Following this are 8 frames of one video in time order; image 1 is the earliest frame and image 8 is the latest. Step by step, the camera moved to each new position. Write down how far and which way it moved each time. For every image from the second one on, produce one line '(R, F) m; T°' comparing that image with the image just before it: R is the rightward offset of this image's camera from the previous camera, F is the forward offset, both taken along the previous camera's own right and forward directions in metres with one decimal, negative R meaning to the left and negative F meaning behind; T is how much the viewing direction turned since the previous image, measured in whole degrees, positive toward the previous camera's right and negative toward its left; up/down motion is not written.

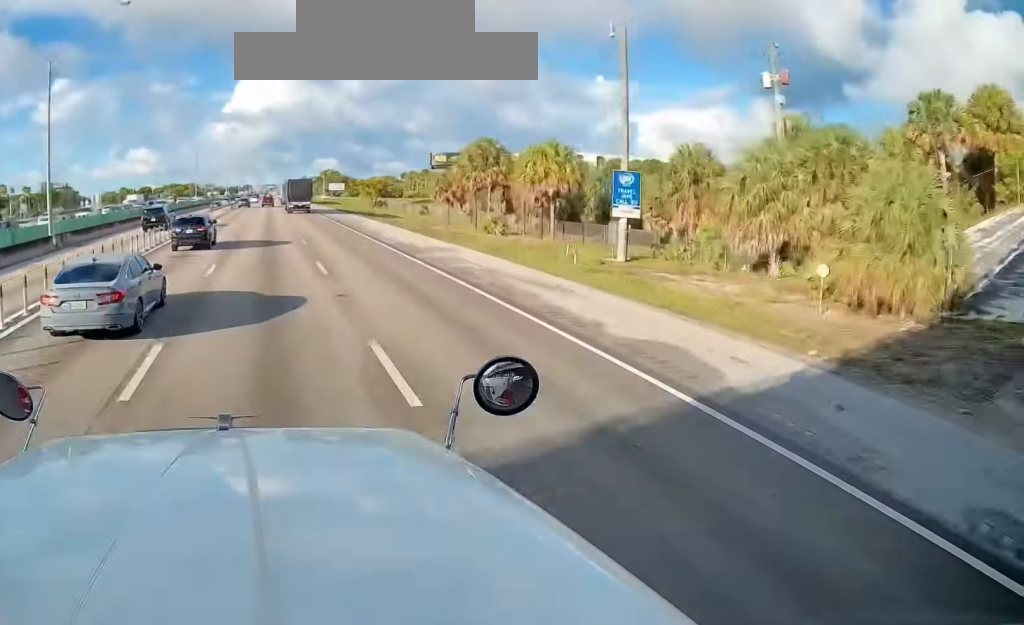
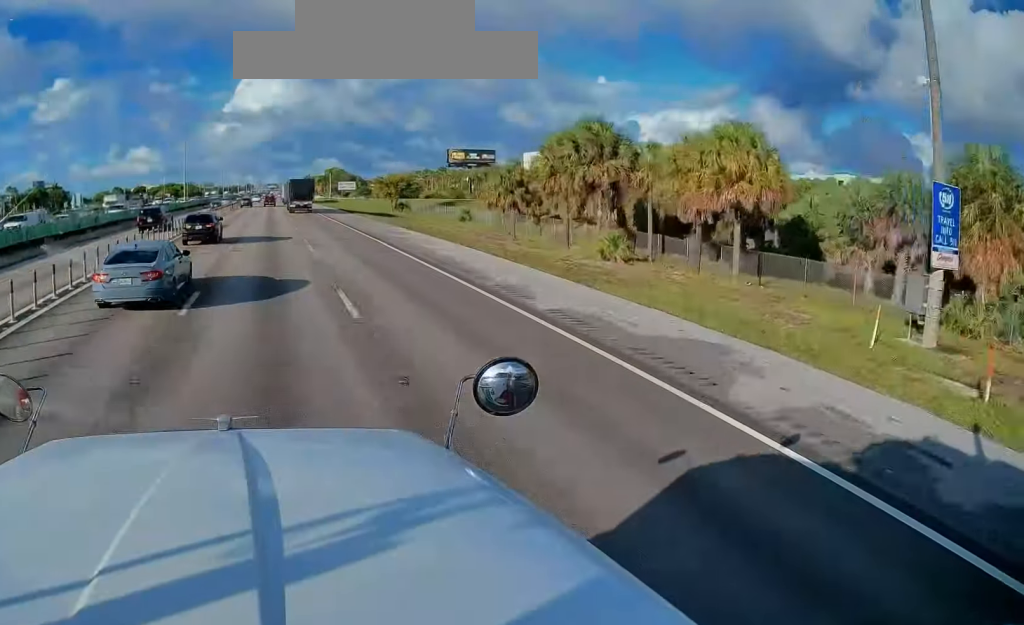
(+0.1, +19.4) m; 0°
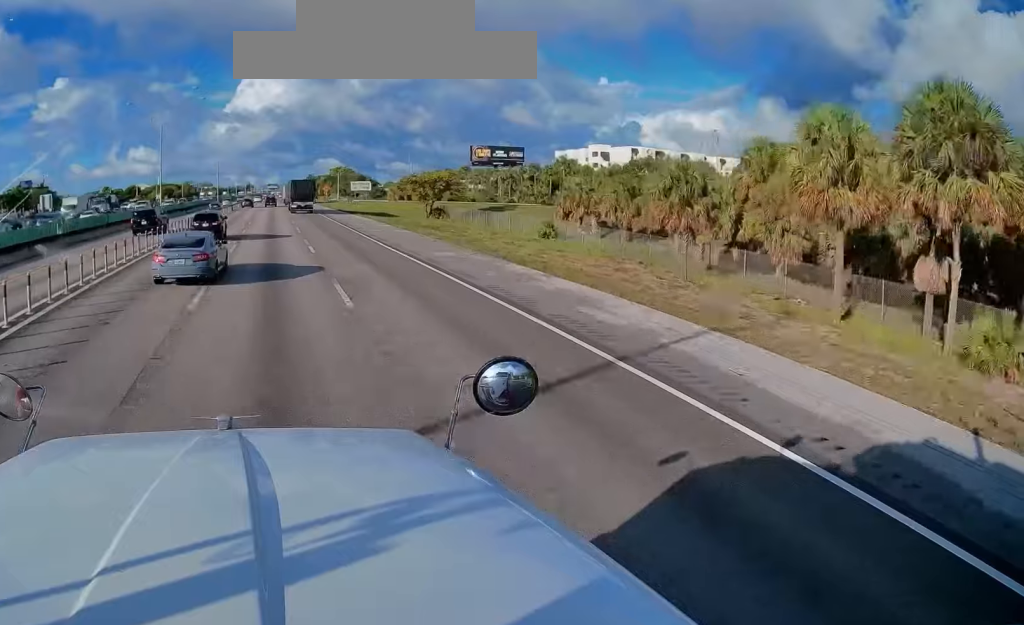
(+0.1, +23.6) m; 0°
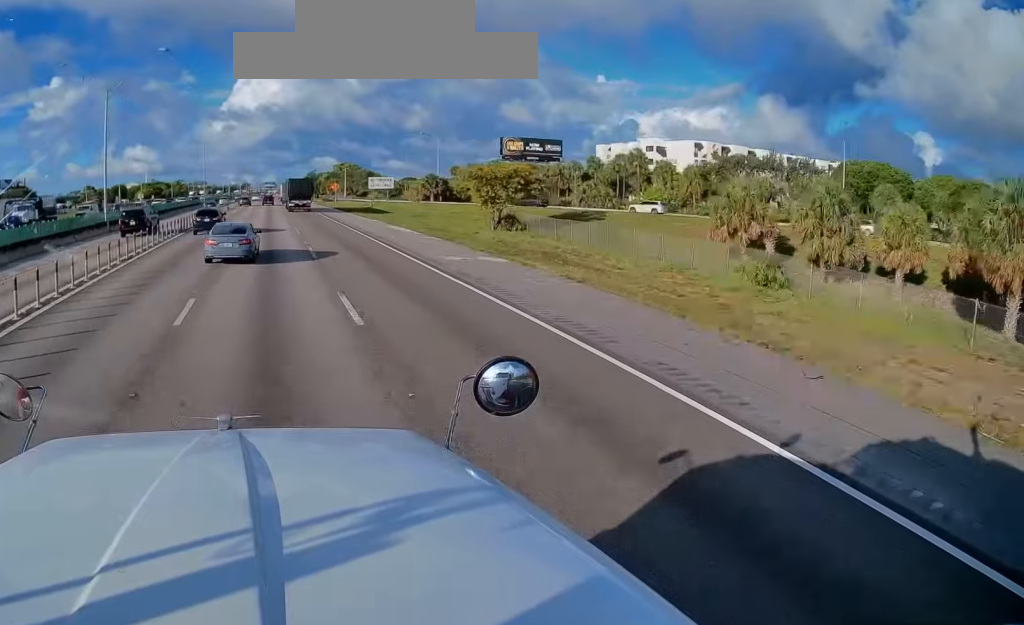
(0.0, +26.9) m; 0°
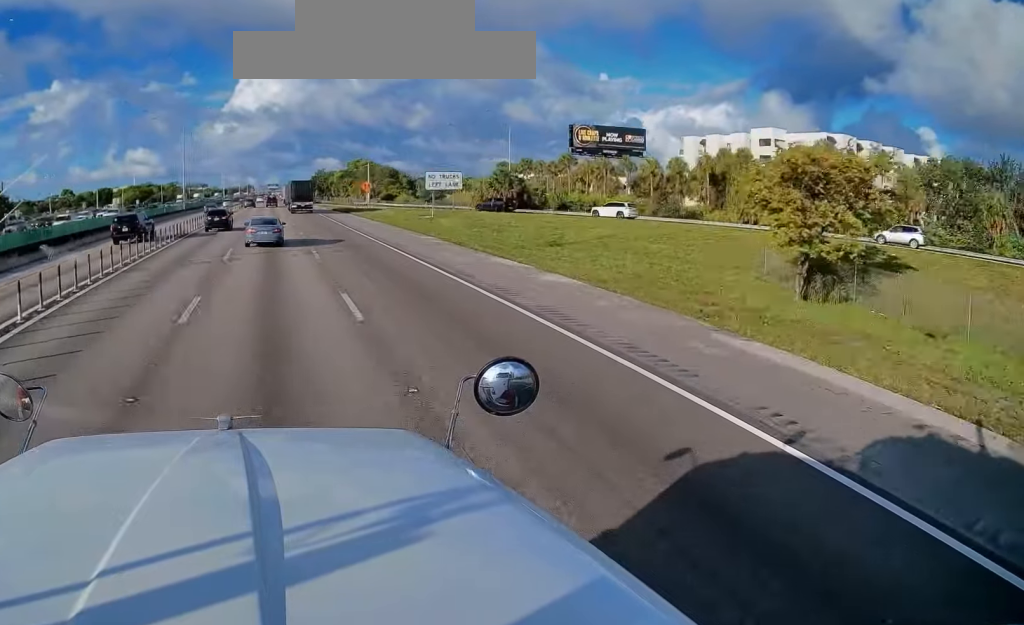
(-0.5, +37.0) m; 0°
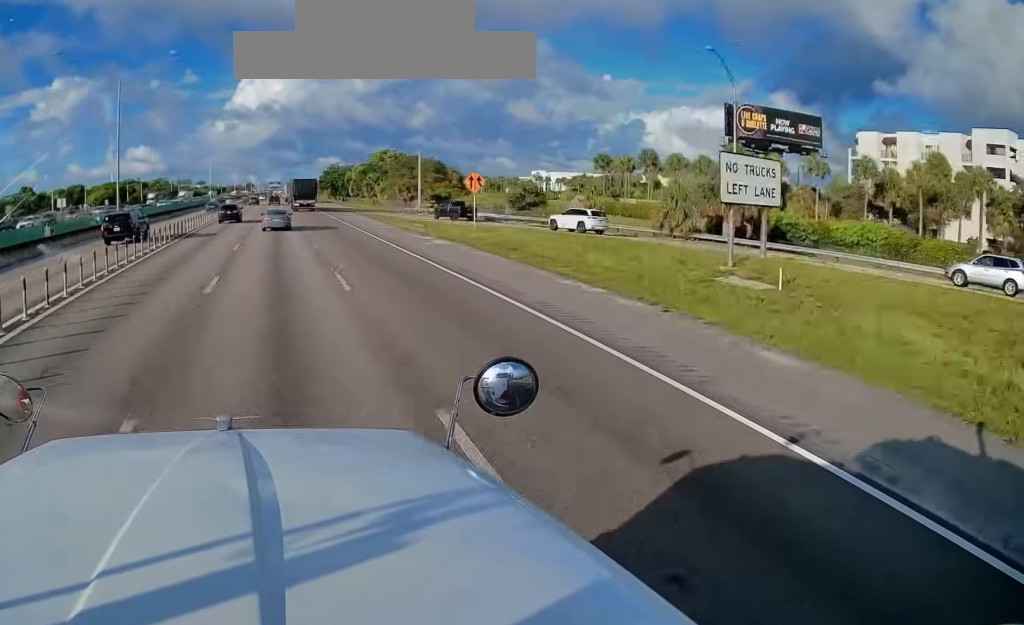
(+0.2, +47.3) m; 0°
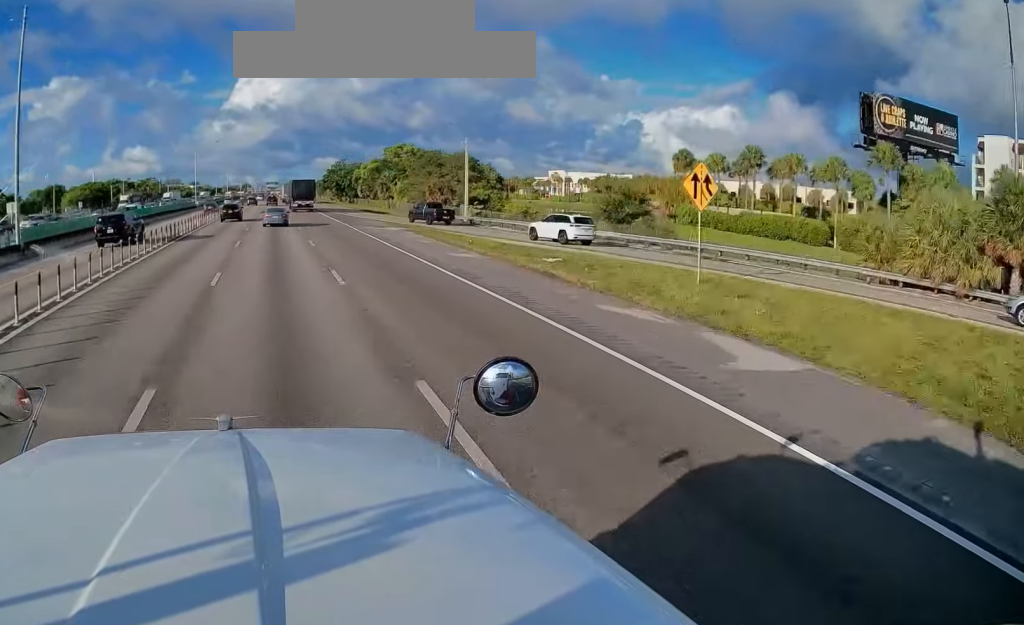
(0.0, +24.0) m; -1°
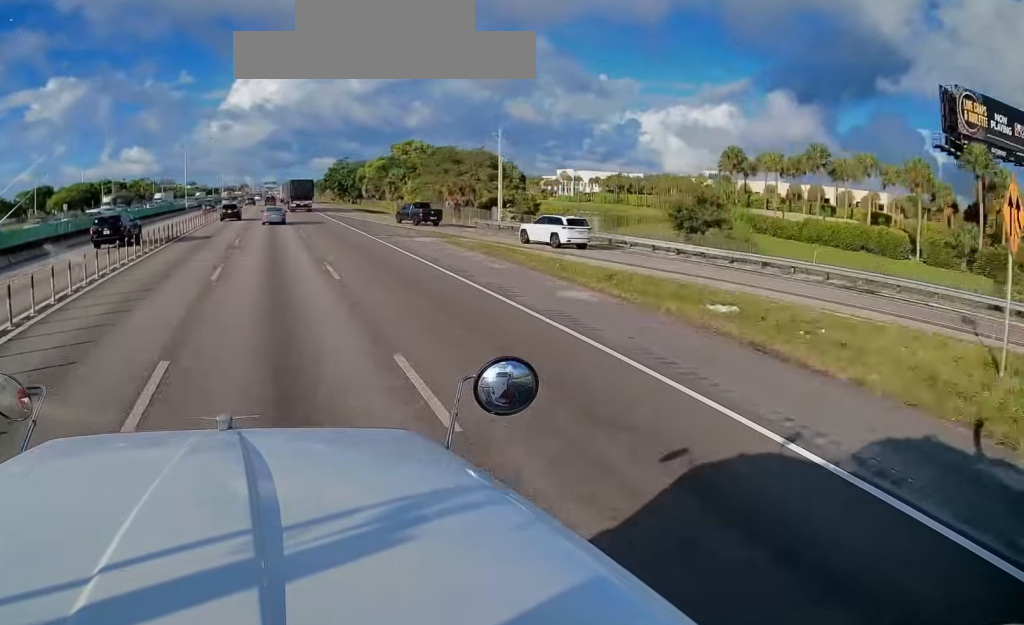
(+0.1, +11.7) m; 0°
